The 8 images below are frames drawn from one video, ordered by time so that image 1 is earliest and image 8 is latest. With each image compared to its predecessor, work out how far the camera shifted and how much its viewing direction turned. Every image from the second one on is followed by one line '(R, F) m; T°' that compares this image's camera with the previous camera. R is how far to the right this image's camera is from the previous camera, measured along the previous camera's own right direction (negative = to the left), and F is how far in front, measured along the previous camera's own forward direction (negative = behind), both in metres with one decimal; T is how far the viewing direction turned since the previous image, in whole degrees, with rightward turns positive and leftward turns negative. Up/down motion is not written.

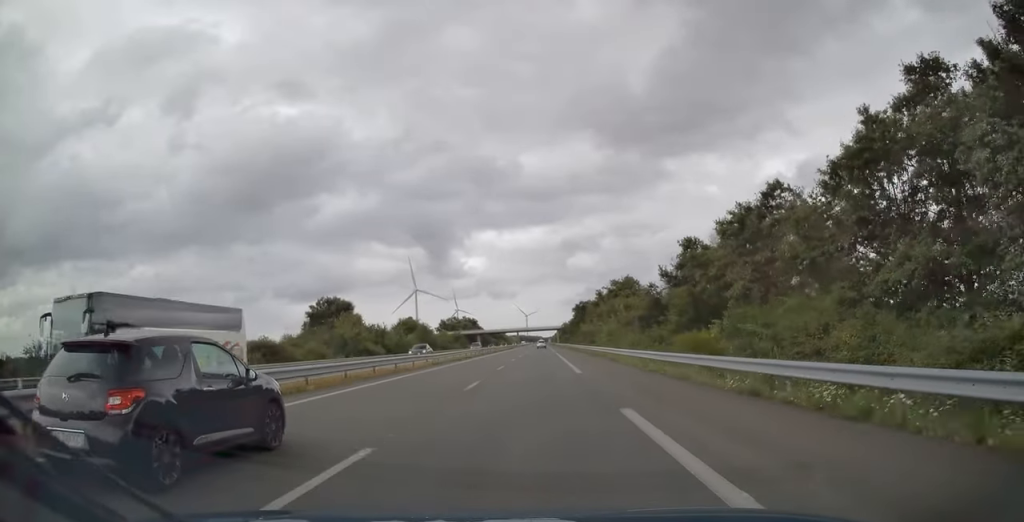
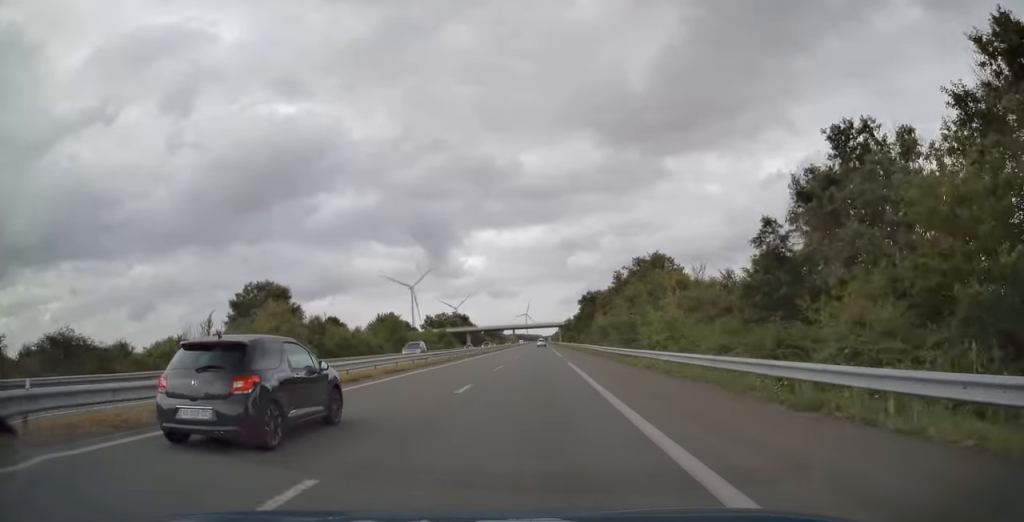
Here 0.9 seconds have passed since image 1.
(0.0, +27.9) m; 0°
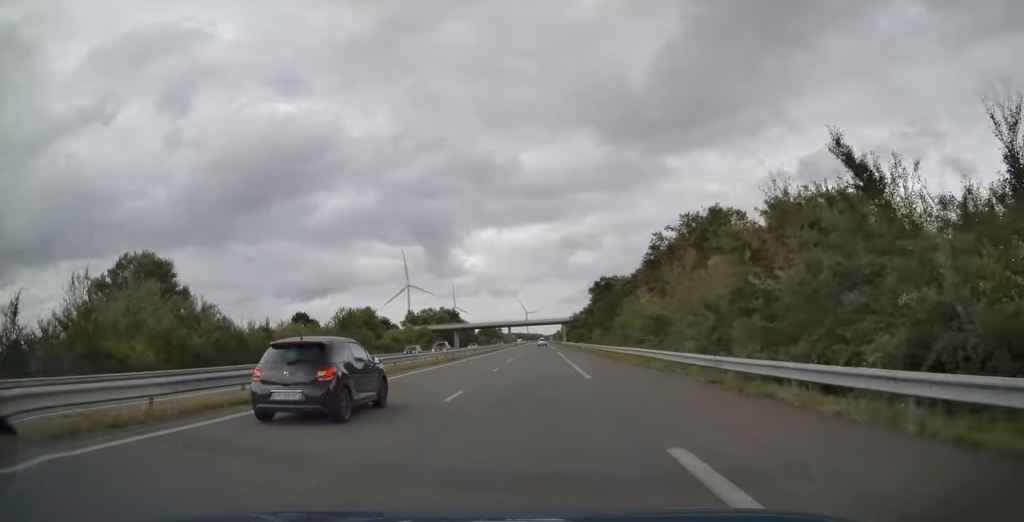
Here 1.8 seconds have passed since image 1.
(+0.1, +28.4) m; 0°
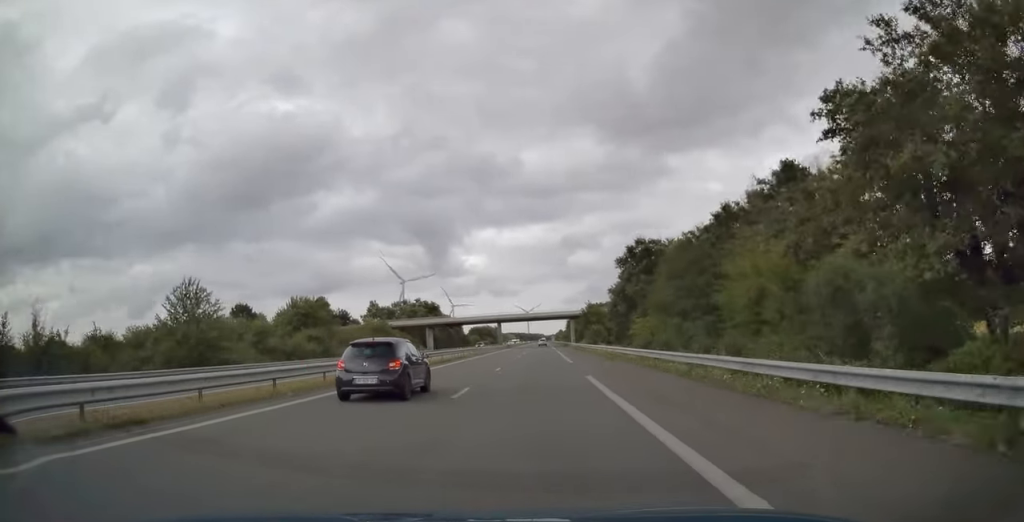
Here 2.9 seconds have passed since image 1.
(-0.2, +38.0) m; -1°
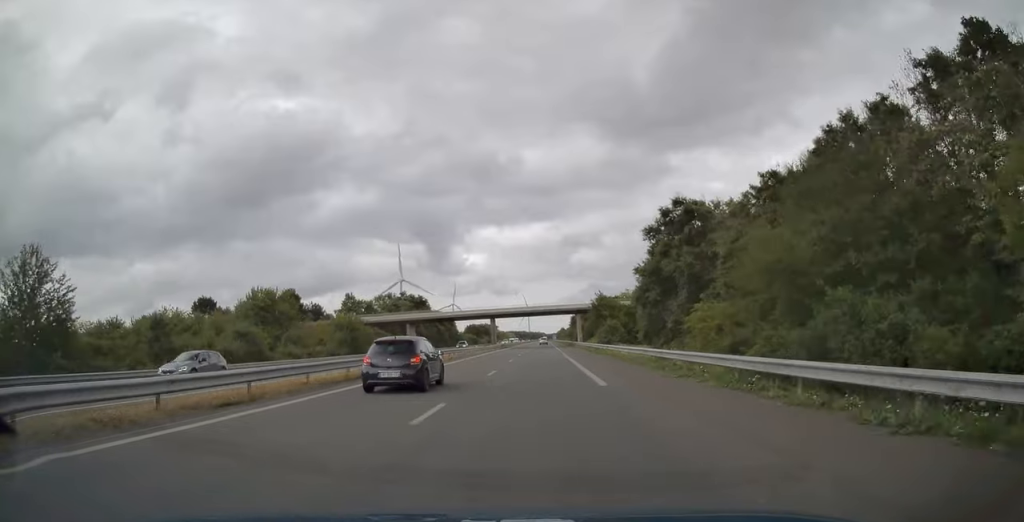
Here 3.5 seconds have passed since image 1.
(-0.3, +17.7) m; 0°
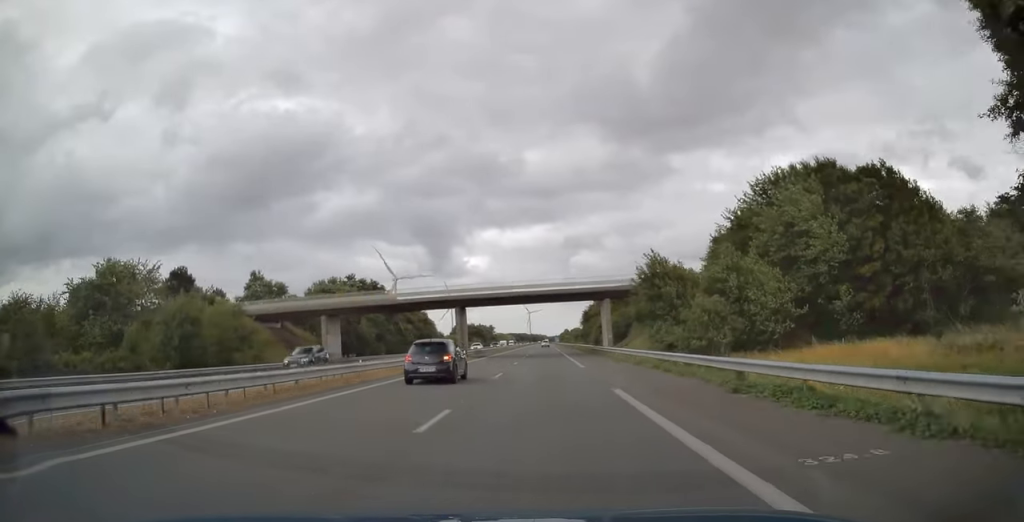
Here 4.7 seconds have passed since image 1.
(+0.4, +39.6) m; +1°
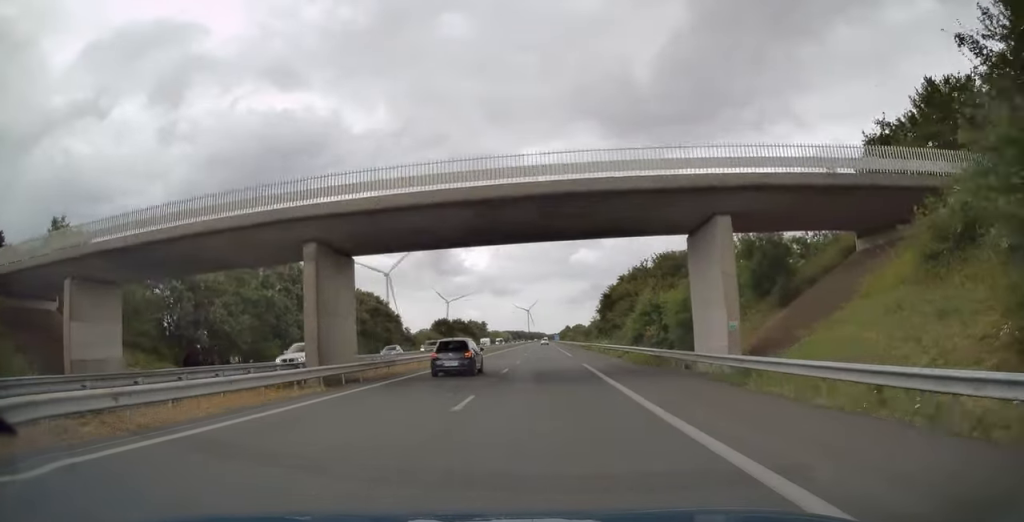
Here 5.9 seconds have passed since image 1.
(-0.1, +36.4) m; -1°
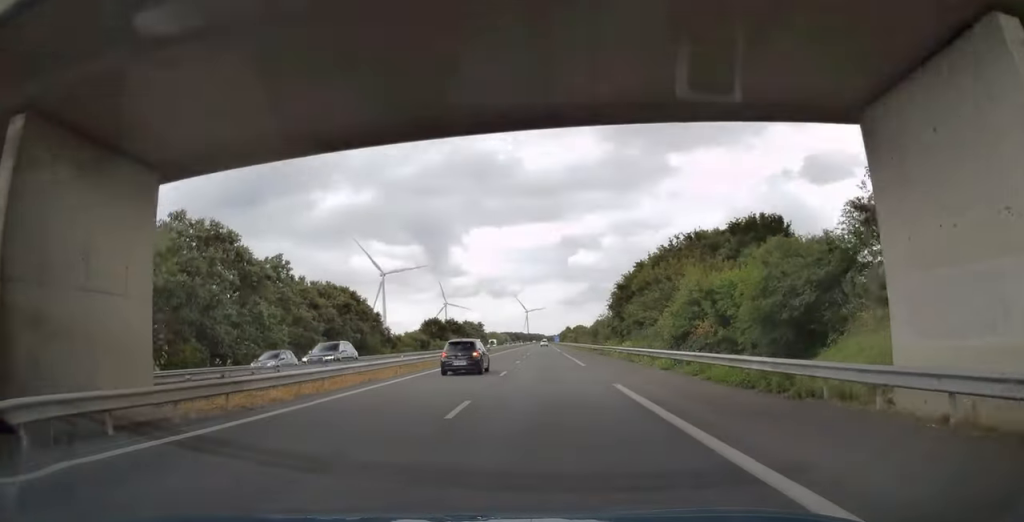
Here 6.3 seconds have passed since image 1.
(-0.2, +13.9) m; 0°
